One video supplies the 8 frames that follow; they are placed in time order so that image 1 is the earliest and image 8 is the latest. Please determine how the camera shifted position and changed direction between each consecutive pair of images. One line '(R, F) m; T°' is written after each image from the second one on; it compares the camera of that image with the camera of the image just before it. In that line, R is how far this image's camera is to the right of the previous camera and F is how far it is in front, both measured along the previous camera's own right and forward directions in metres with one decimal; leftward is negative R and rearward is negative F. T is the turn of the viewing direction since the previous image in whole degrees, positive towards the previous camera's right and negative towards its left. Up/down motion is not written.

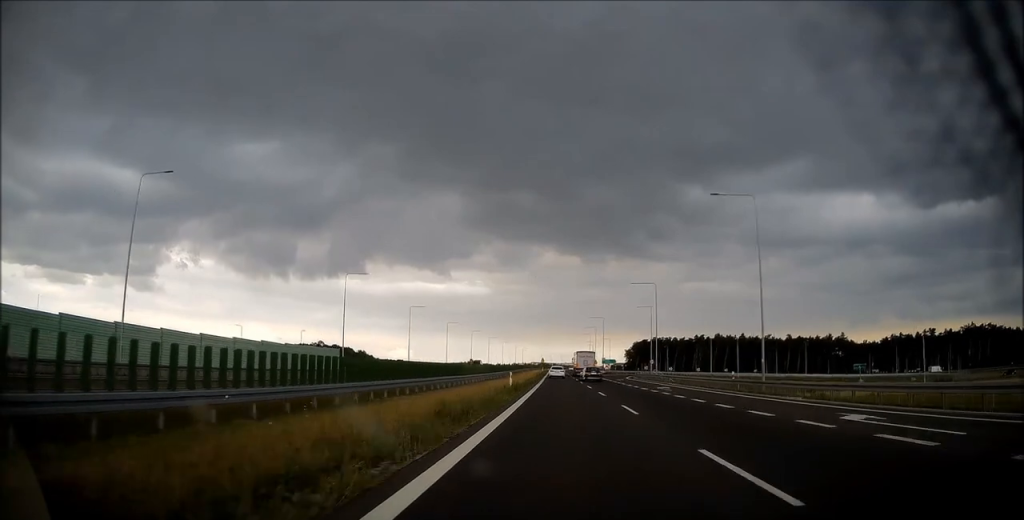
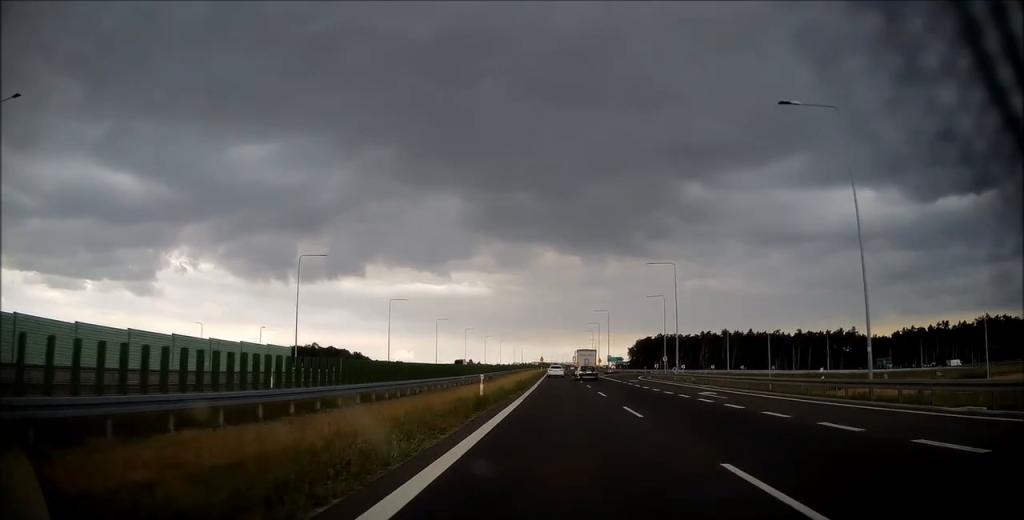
(0.0, +13.7) m; 0°
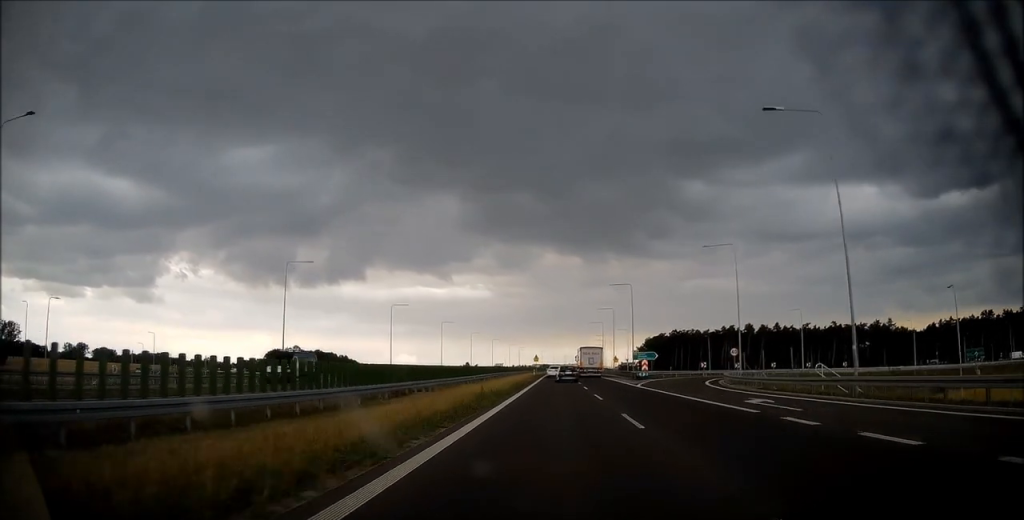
(0.0, +39.7) m; 0°
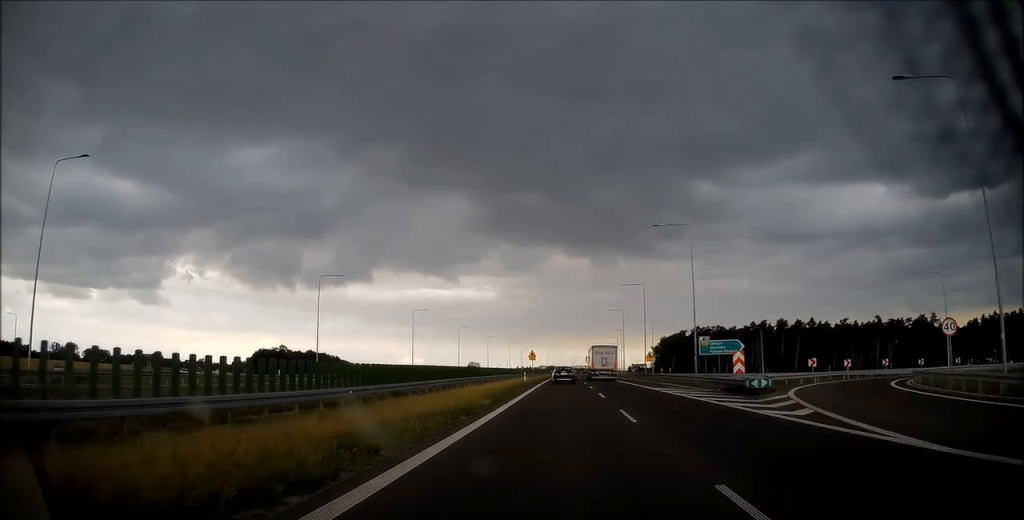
(-0.2, +35.8) m; 0°
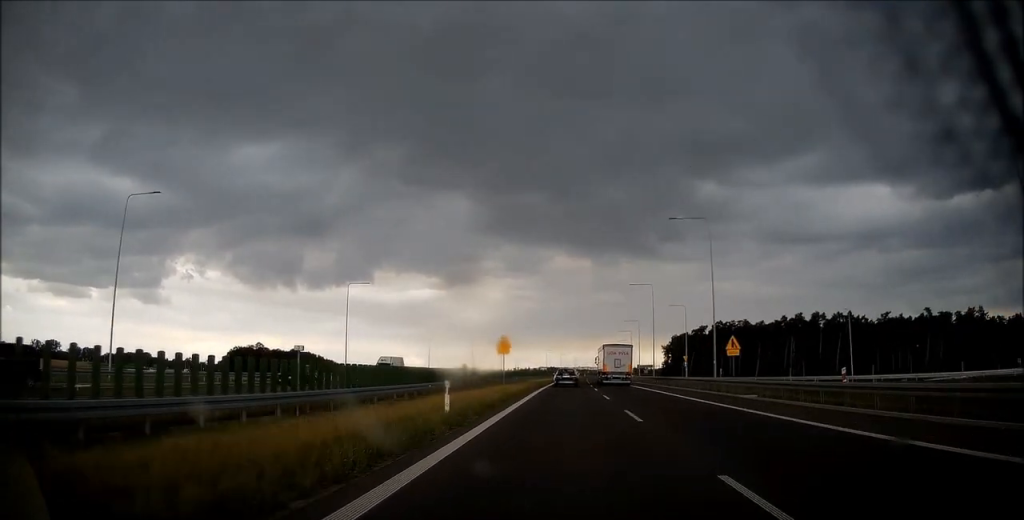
(-0.1, +34.4) m; 0°
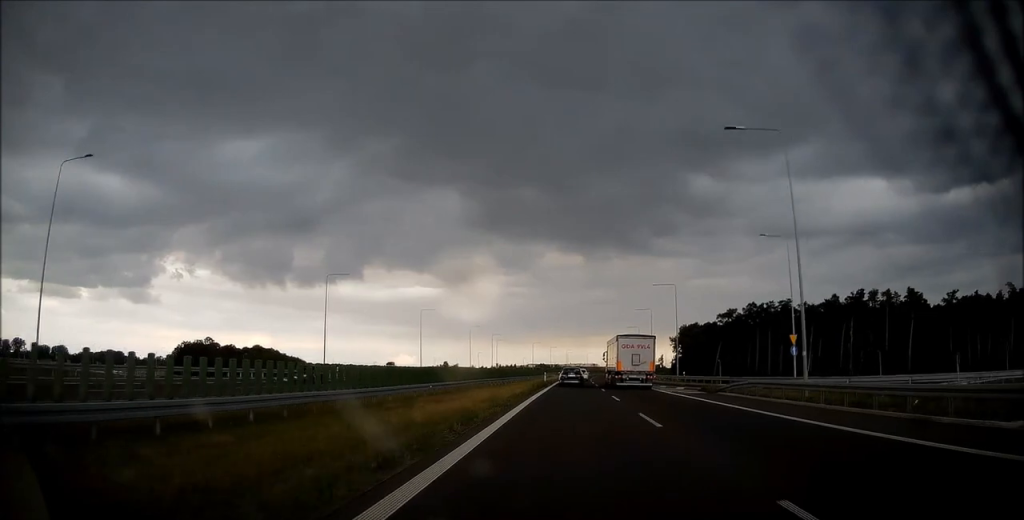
(0.0, +50.7) m; 0°
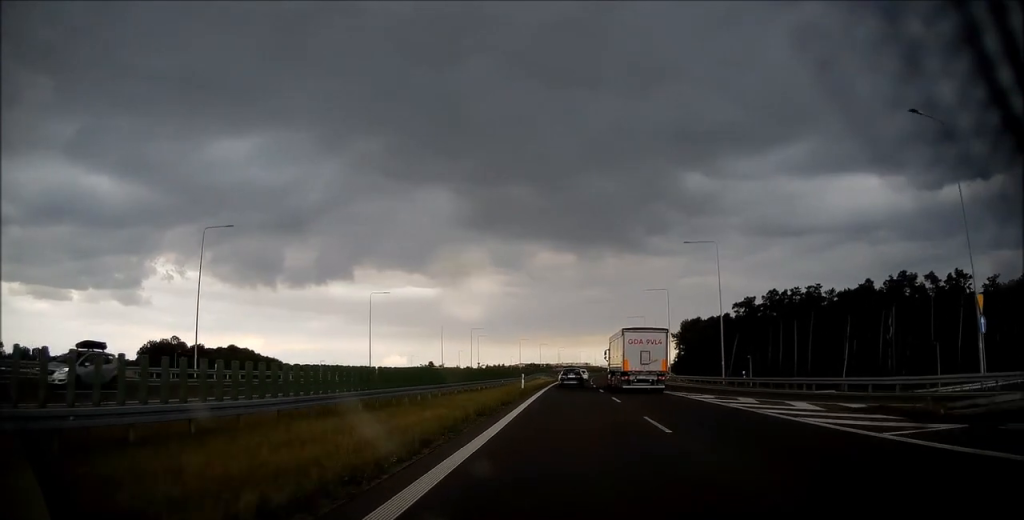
(+0.2, +25.2) m; +1°
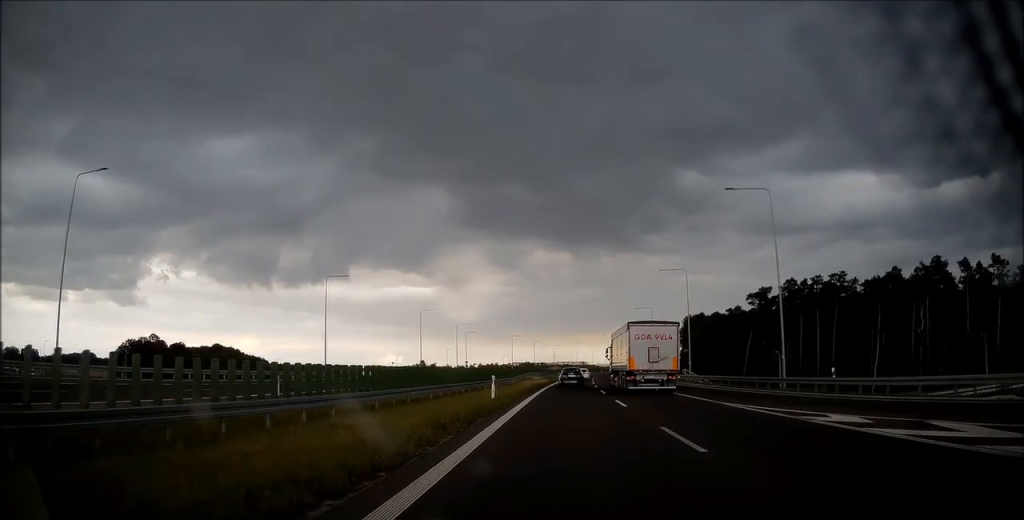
(0.0, +15.3) m; 0°
